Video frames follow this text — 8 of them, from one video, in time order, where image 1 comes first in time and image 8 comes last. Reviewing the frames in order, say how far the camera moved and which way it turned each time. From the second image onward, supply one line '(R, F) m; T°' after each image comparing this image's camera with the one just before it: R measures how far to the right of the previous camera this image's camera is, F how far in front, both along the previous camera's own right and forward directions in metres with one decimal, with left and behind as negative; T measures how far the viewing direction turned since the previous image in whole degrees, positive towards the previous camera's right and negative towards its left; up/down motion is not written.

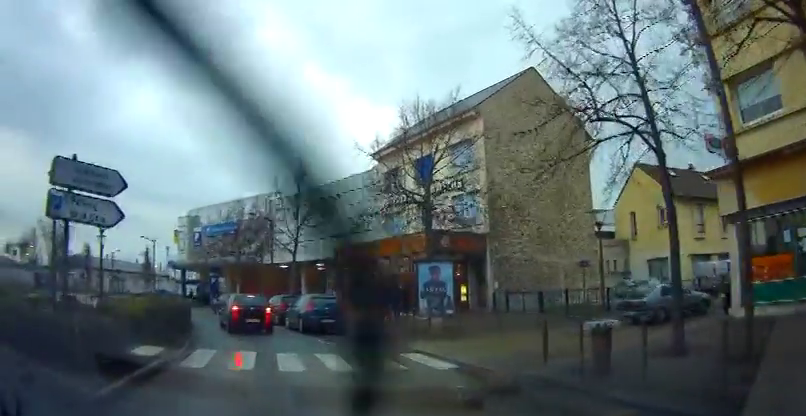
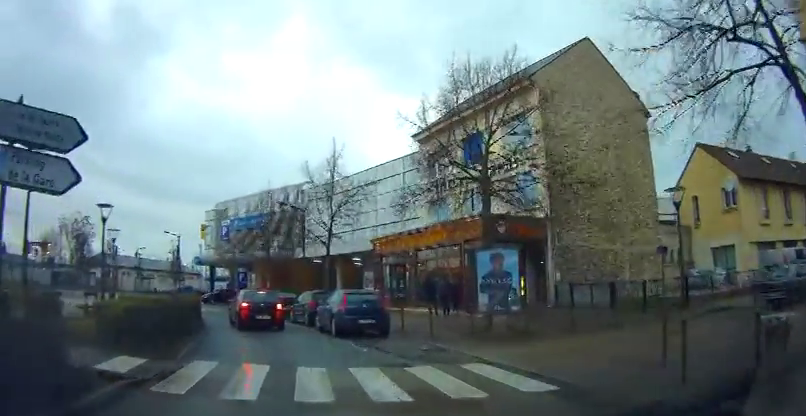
(-0.1, +3.2) m; -3°
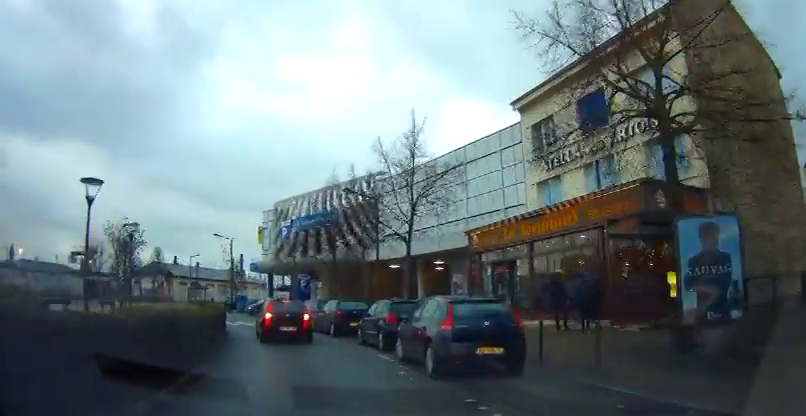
(-0.6, +6.9) m; -9°
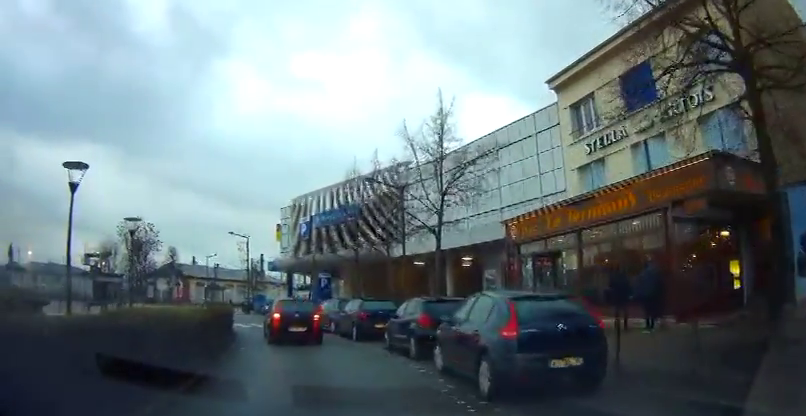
(0.0, +2.2) m; -4°
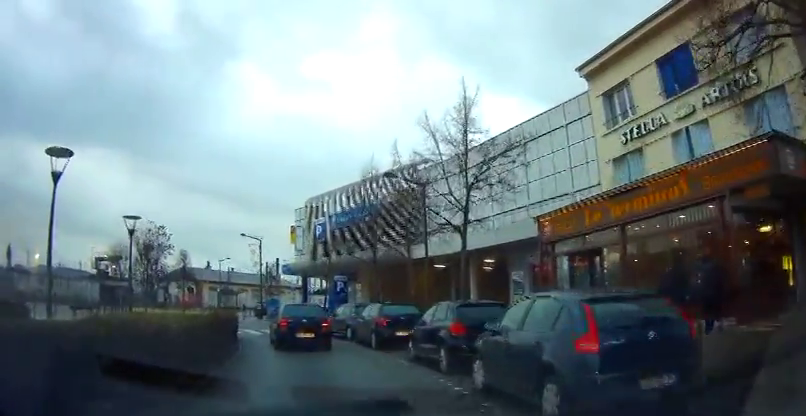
(0.0, +1.7) m; -3°
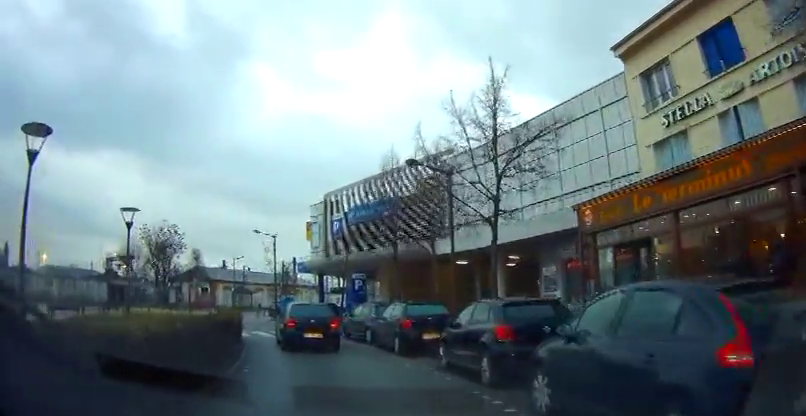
(-0.2, +1.8) m; -3°
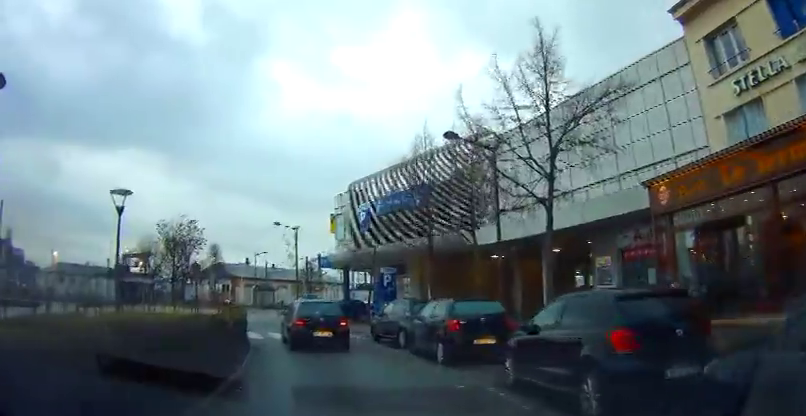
(-0.1, +2.8) m; -3°
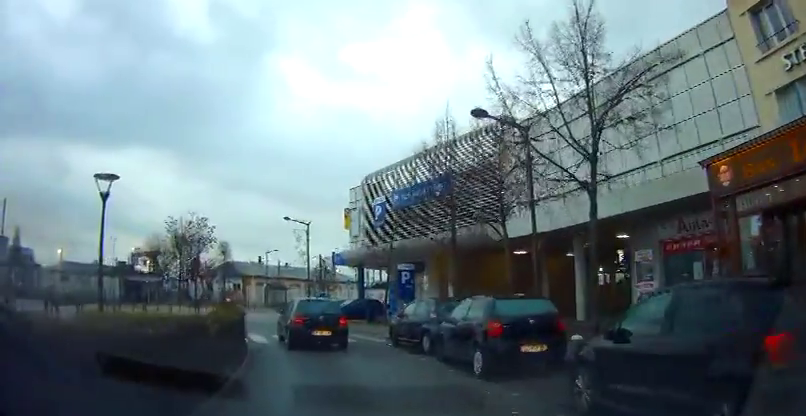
(0.0, +2.0) m; 0°
